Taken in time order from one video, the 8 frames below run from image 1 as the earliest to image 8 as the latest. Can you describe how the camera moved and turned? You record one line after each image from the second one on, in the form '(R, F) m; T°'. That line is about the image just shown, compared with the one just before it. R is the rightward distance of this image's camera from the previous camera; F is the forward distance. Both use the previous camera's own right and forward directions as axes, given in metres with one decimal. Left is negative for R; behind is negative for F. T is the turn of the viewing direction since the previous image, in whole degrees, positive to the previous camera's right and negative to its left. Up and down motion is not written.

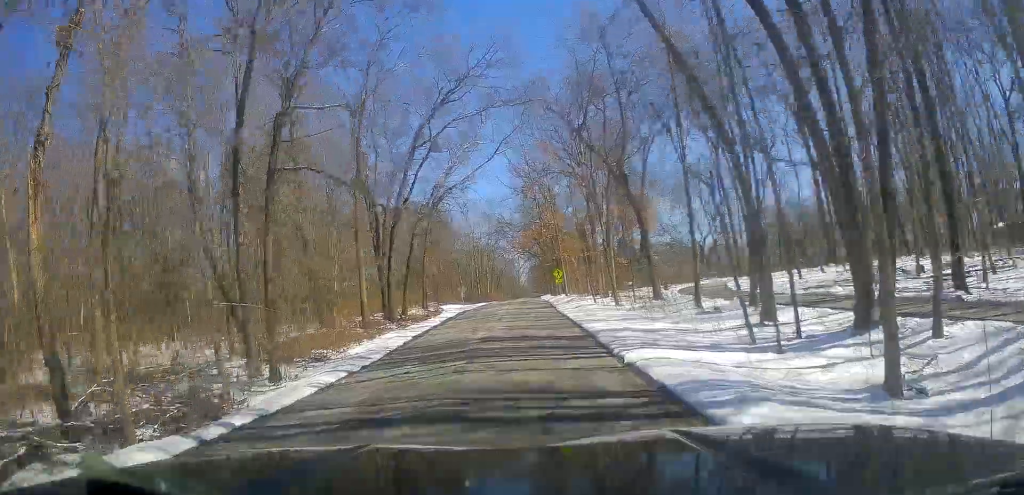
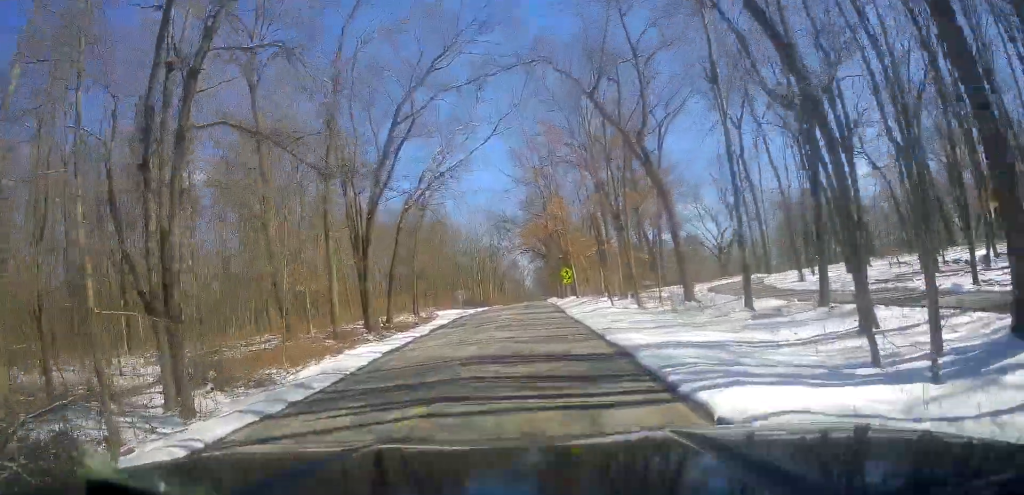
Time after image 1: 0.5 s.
(0.0, +6.3) m; 0°
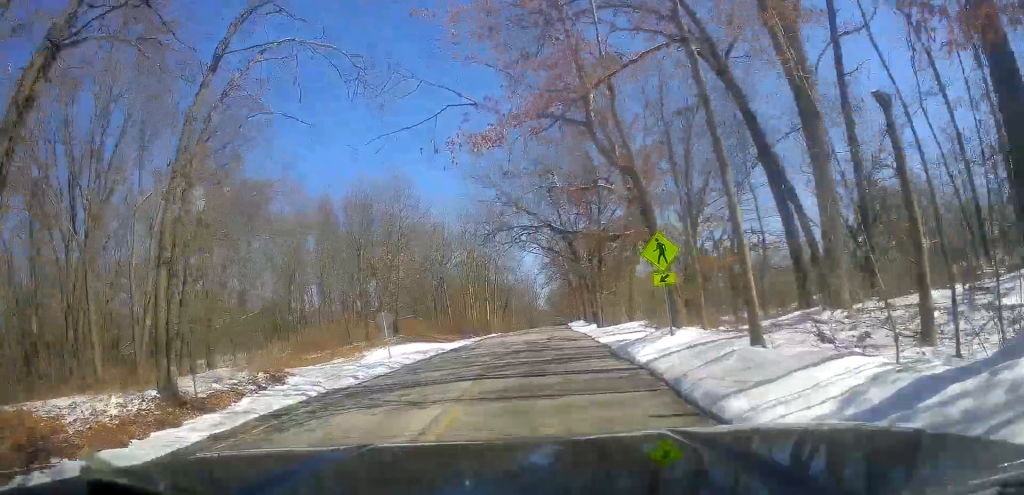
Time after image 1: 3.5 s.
(-2.1, +36.2) m; -5°
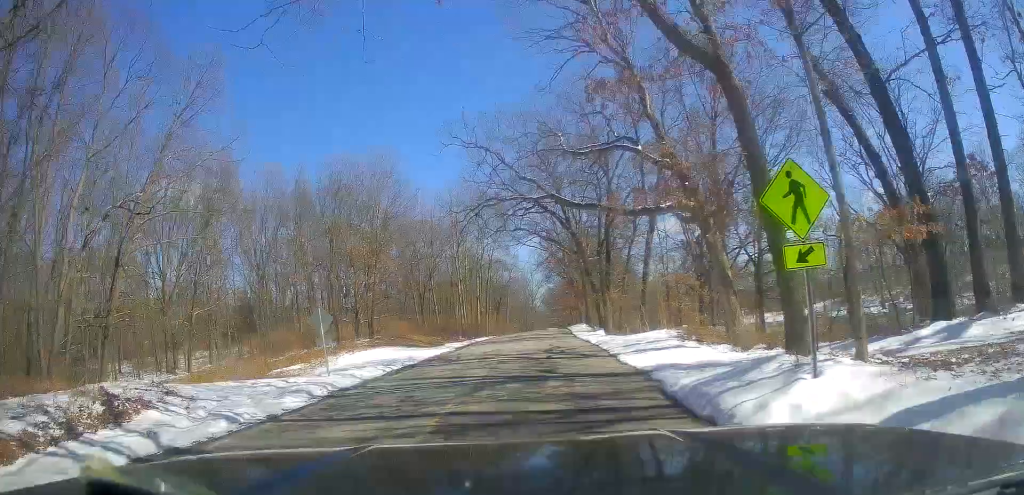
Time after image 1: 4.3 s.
(0.0, +8.8) m; 0°
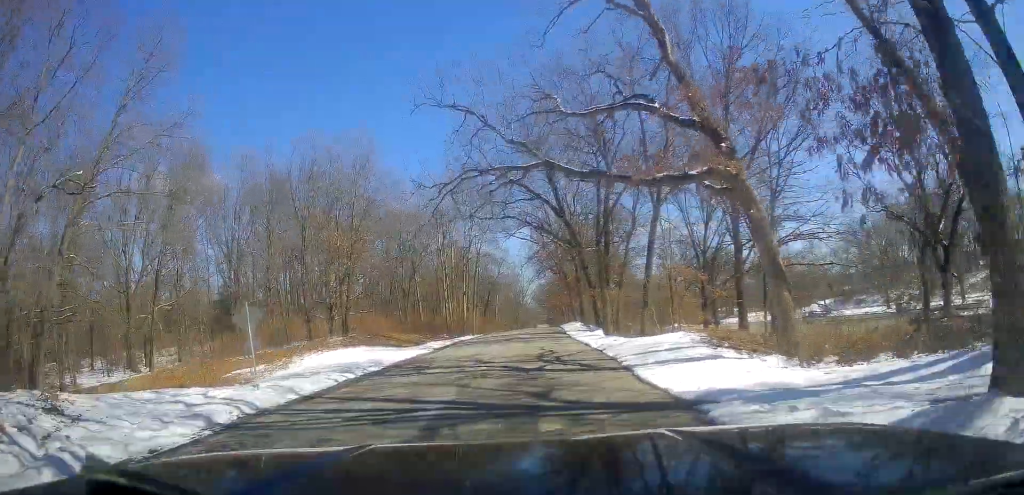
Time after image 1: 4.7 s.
(0.0, +5.2) m; 0°
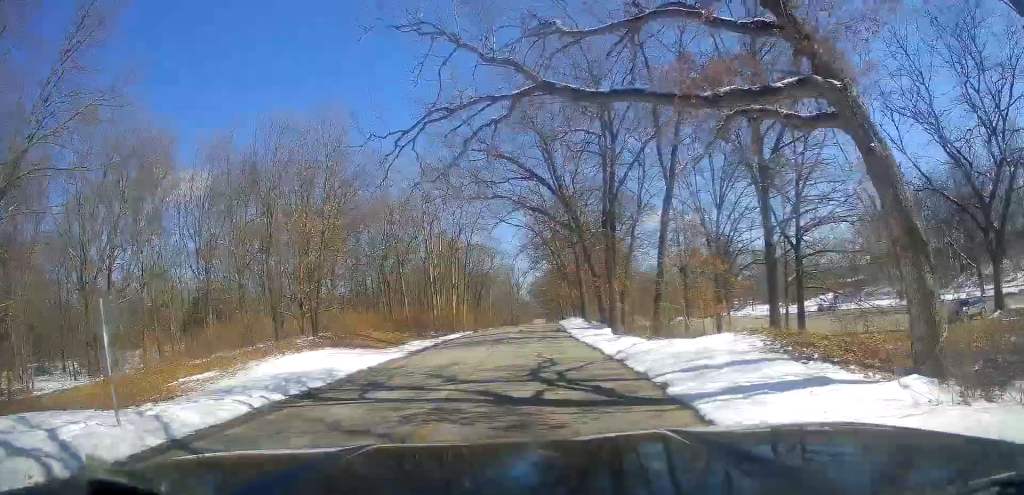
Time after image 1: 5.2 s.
(0.0, +6.2) m; +1°
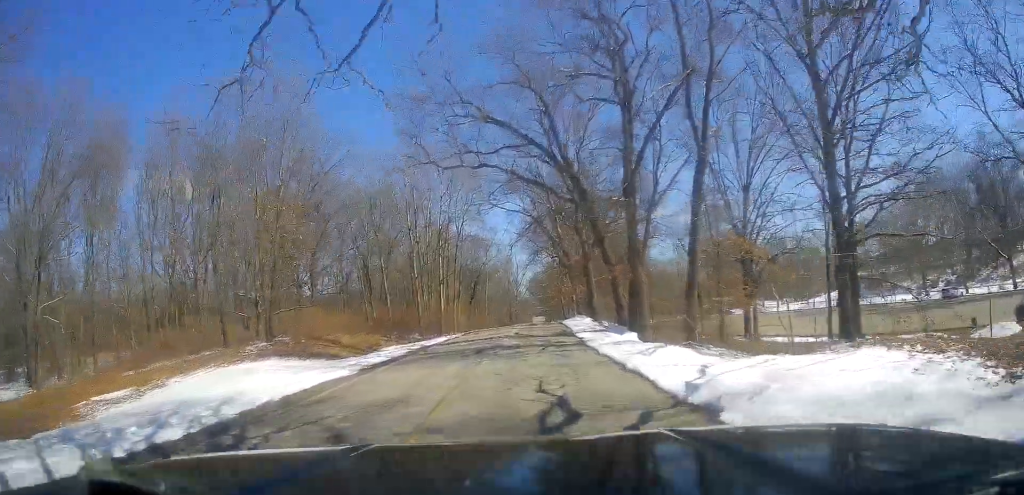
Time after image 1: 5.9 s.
(+0.1, +8.1) m; +1°
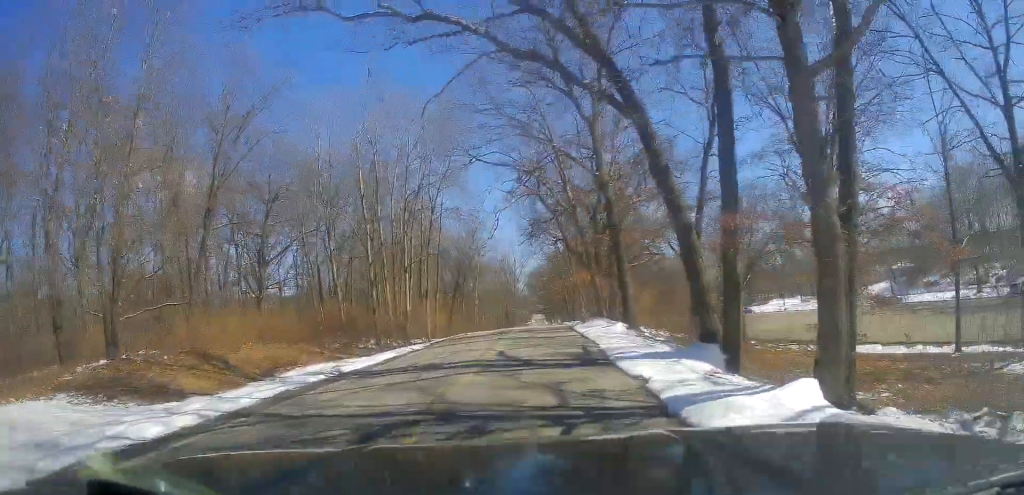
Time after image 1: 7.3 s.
(+0.1, +15.4) m; -1°
